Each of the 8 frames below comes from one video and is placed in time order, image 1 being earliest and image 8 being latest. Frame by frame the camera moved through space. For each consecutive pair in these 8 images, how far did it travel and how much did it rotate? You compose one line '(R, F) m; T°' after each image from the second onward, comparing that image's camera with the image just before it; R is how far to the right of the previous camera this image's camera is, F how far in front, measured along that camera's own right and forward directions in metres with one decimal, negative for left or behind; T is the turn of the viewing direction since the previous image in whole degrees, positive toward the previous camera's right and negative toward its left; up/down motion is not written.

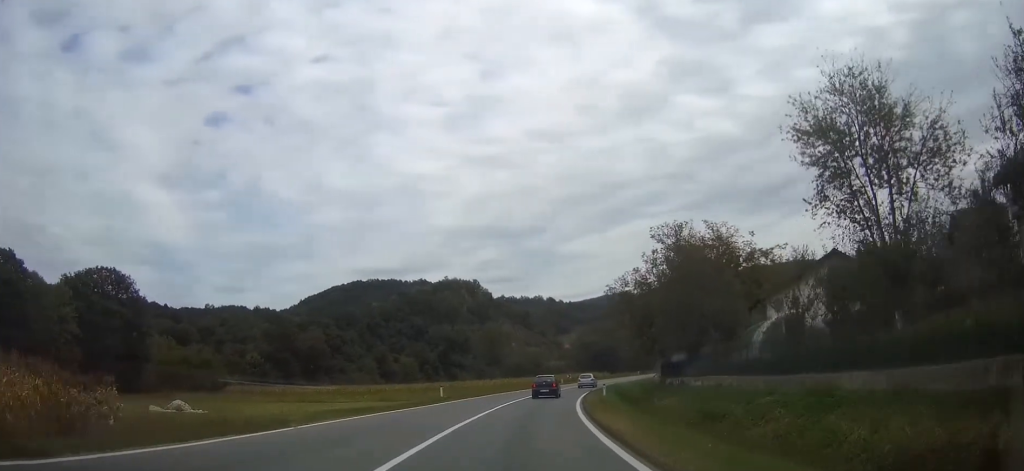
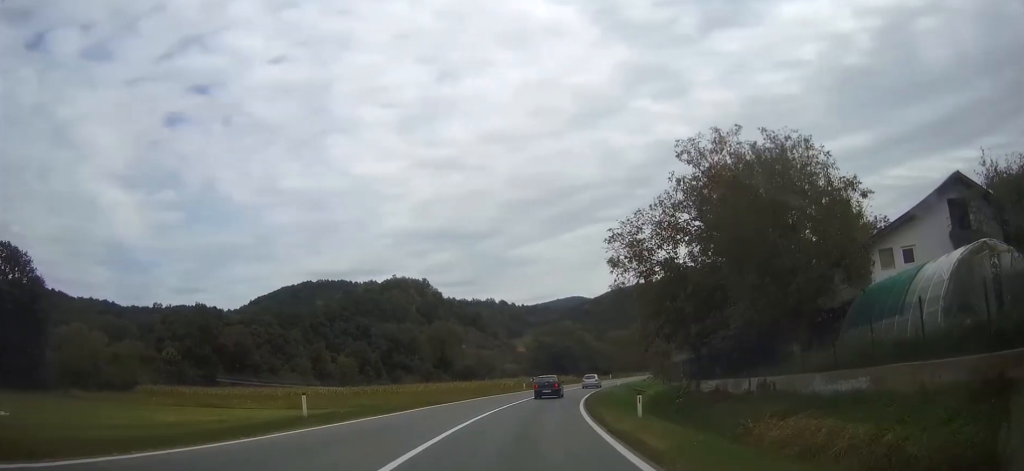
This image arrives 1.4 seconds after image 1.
(+0.9, +21.5) m; +4°
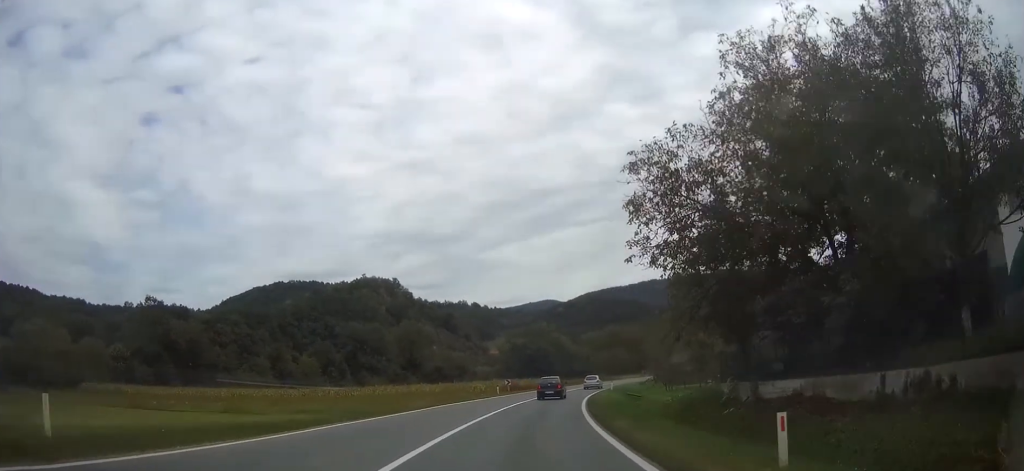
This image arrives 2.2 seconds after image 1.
(+0.2, +11.9) m; +2°
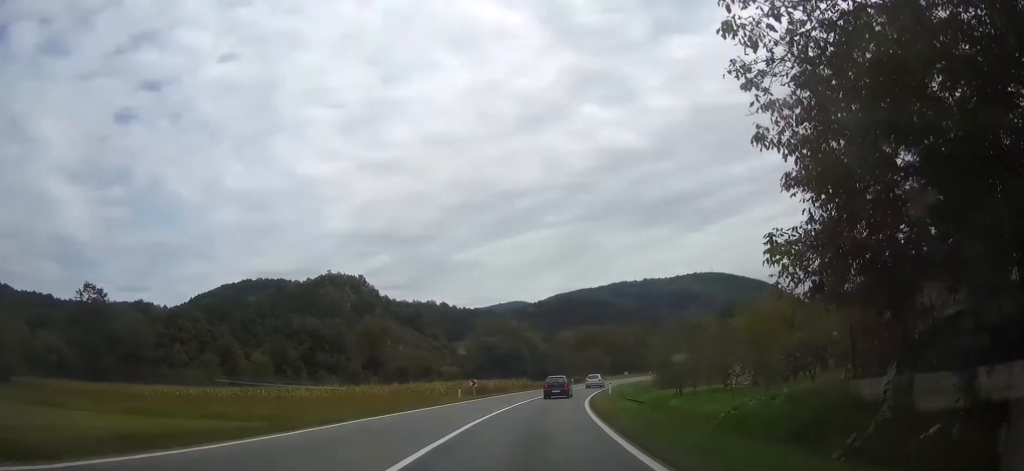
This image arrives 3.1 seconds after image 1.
(+0.3, +14.0) m; +2°
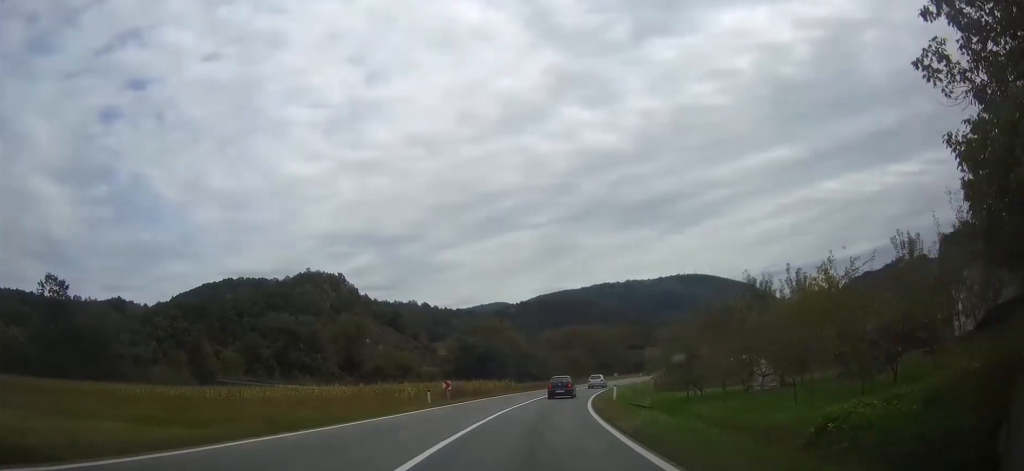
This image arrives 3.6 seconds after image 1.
(0.0, +8.3) m; +1°
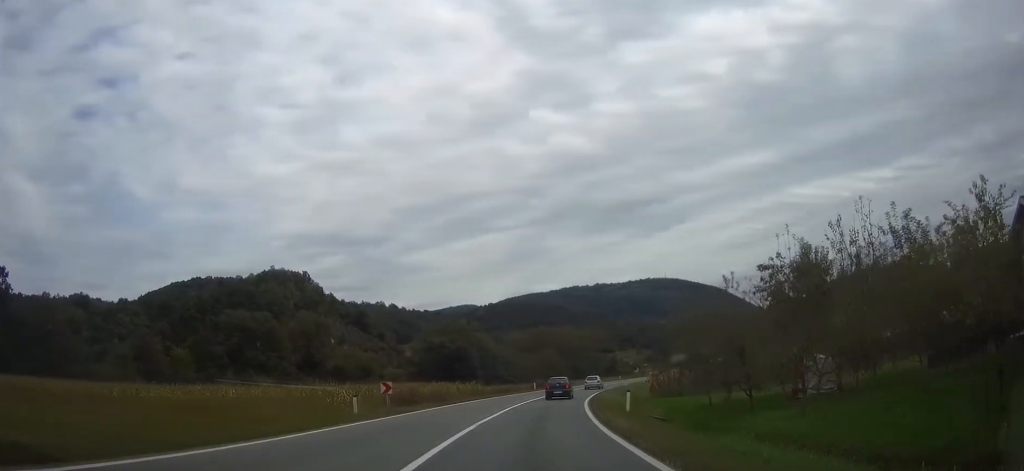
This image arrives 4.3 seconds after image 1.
(+0.3, +11.4) m; +2°
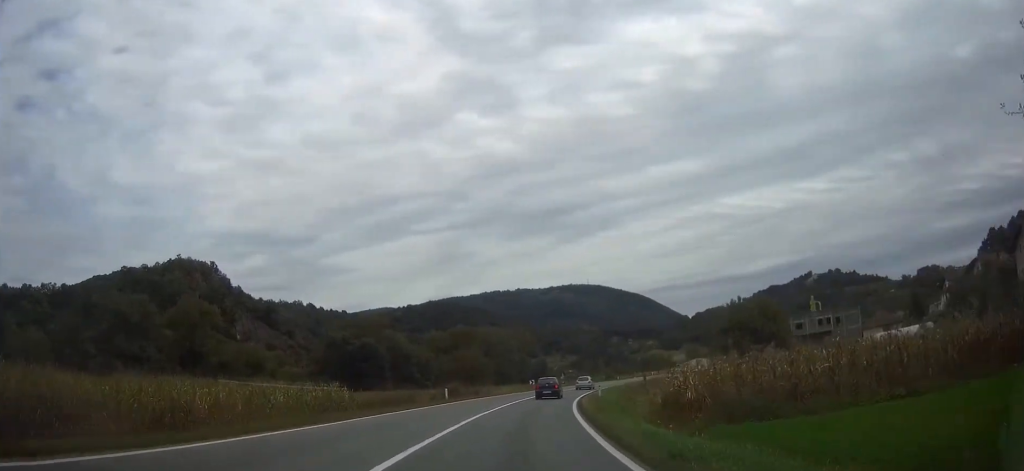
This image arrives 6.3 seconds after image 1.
(+1.8, +30.2) m; +7°
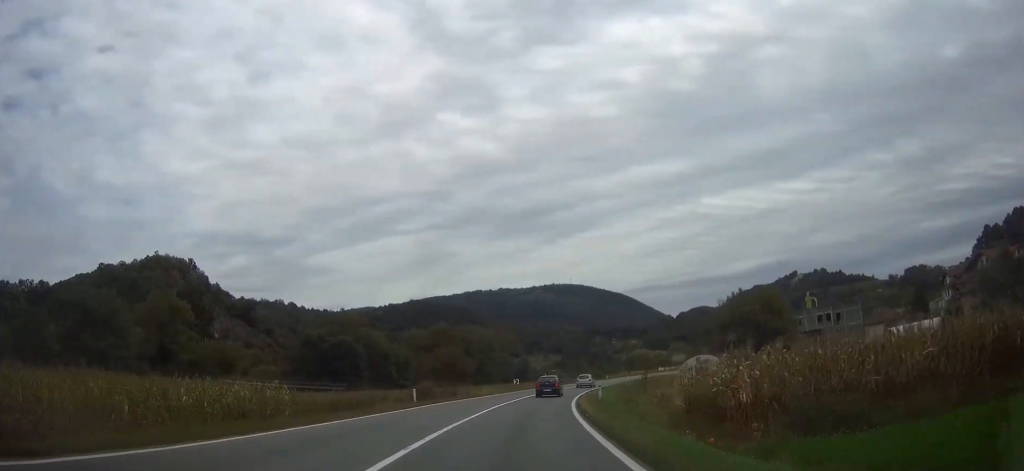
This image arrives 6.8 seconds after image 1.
(0.0, +7.9) m; +2°
